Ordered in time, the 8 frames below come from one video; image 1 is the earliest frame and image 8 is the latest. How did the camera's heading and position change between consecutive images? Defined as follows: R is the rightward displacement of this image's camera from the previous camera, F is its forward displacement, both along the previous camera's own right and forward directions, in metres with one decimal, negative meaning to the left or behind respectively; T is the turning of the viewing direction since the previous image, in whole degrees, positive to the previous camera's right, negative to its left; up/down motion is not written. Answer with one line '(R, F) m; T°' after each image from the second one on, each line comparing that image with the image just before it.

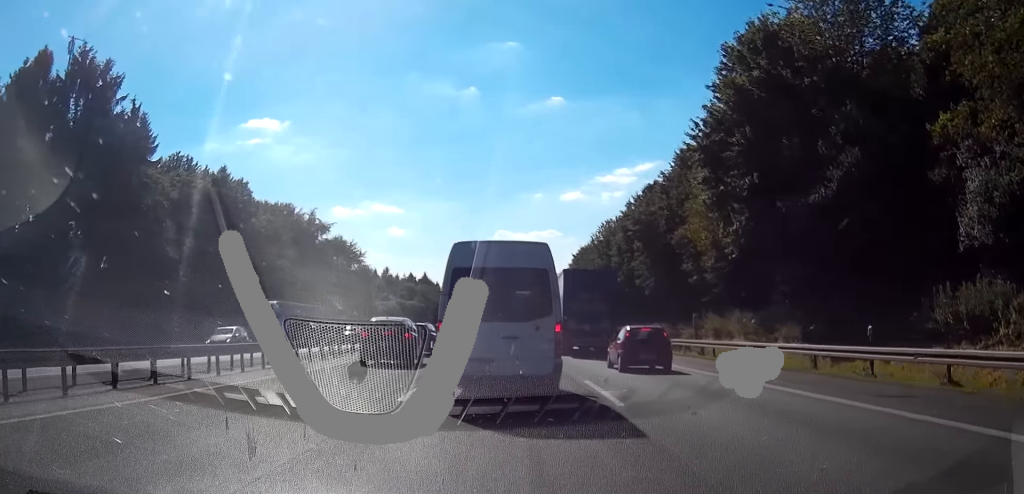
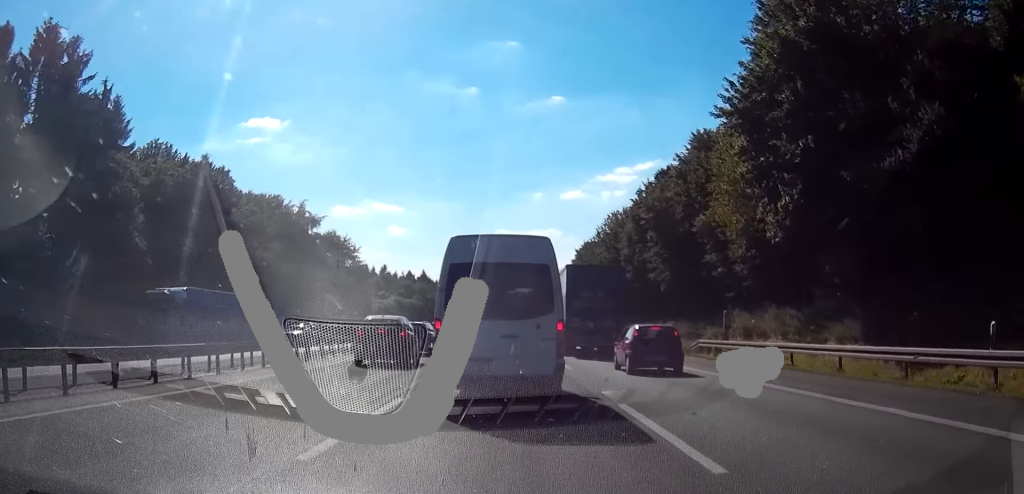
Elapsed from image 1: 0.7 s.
(-0.3, +5.6) m; -1°
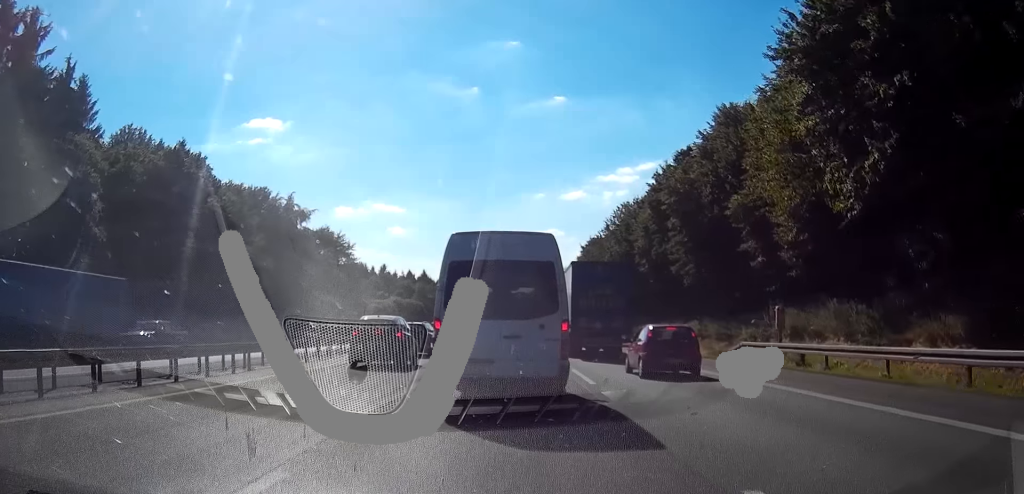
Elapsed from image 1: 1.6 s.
(-0.1, +6.4) m; +2°
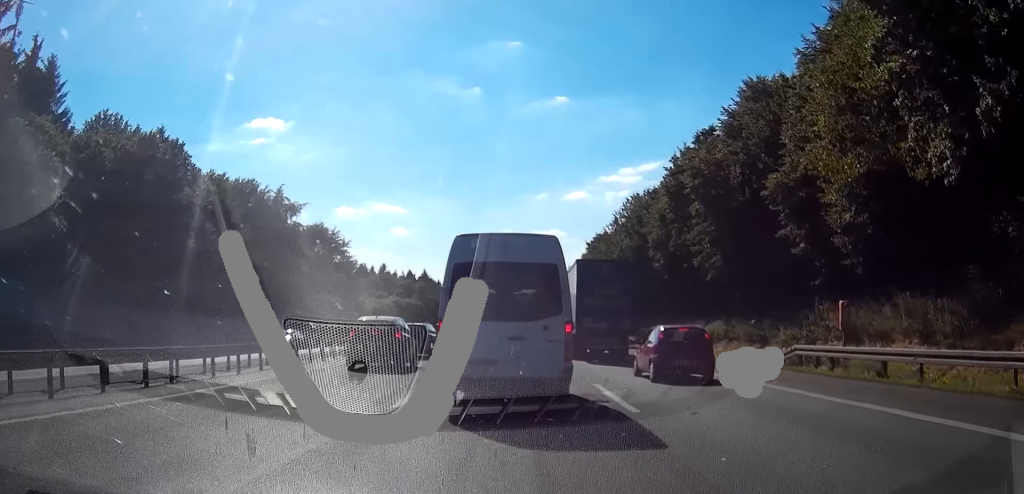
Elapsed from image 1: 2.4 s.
(+0.3, +5.6) m; +3°
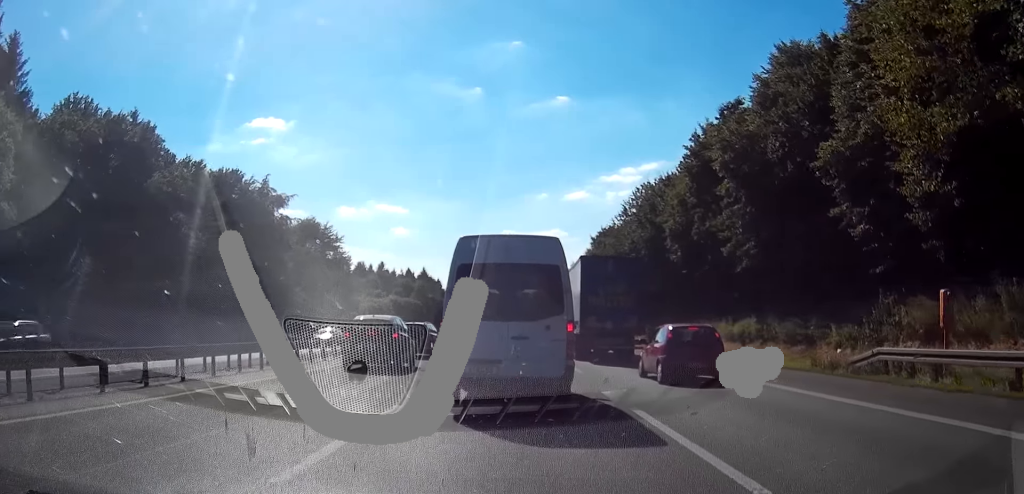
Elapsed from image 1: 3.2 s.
(0.0, +6.2) m; +1°
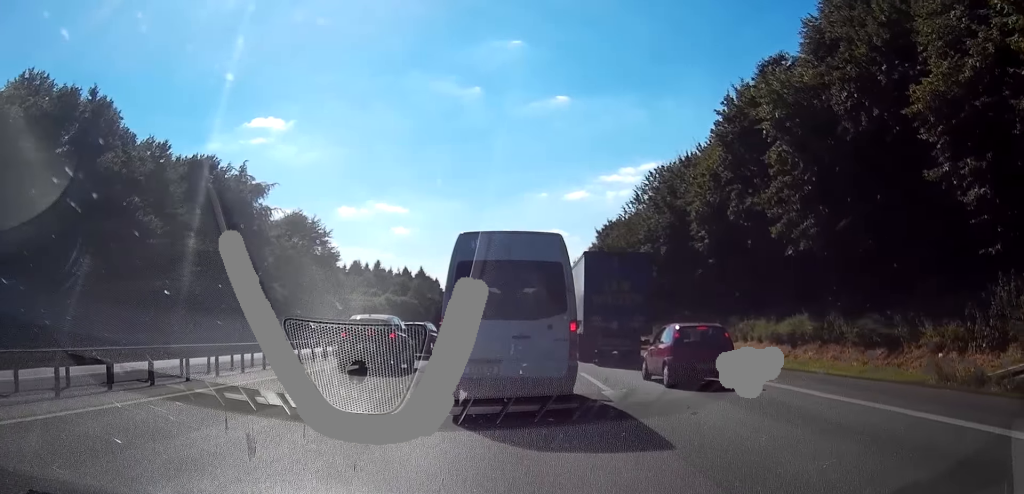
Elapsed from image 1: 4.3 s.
(+0.1, +7.5) m; +2°
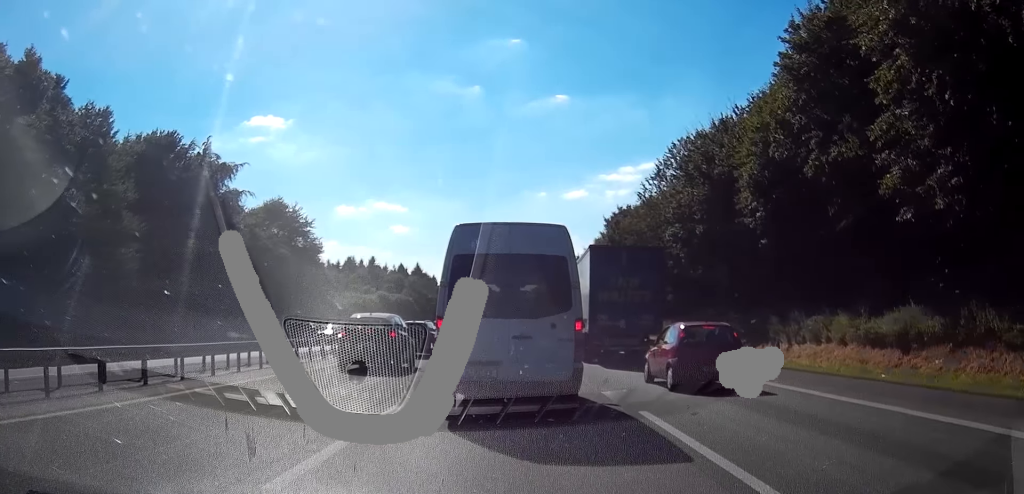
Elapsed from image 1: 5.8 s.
(+0.2, +9.6) m; +1°
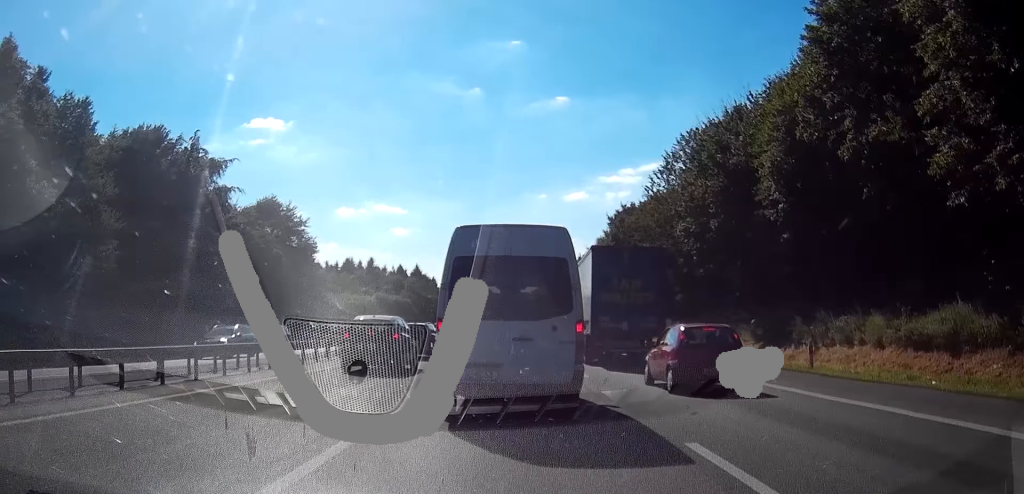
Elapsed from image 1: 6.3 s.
(0.0, +3.1) m; 0°
